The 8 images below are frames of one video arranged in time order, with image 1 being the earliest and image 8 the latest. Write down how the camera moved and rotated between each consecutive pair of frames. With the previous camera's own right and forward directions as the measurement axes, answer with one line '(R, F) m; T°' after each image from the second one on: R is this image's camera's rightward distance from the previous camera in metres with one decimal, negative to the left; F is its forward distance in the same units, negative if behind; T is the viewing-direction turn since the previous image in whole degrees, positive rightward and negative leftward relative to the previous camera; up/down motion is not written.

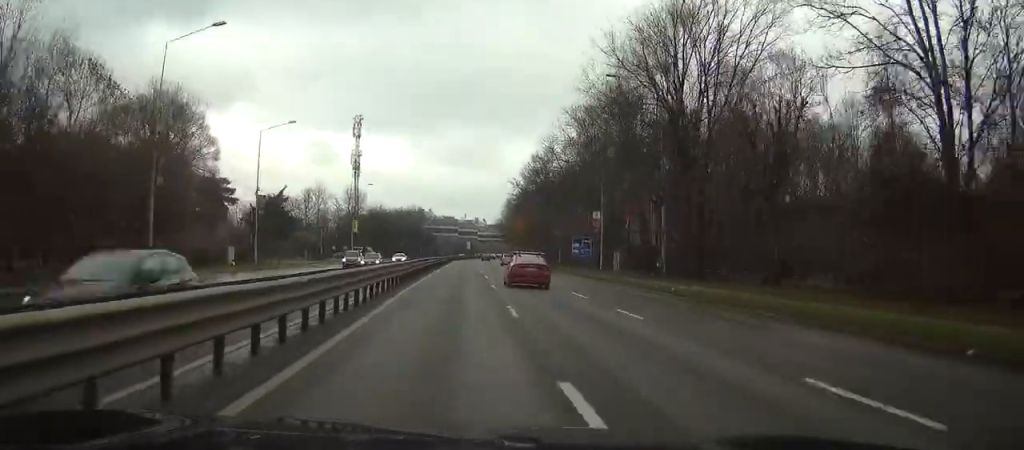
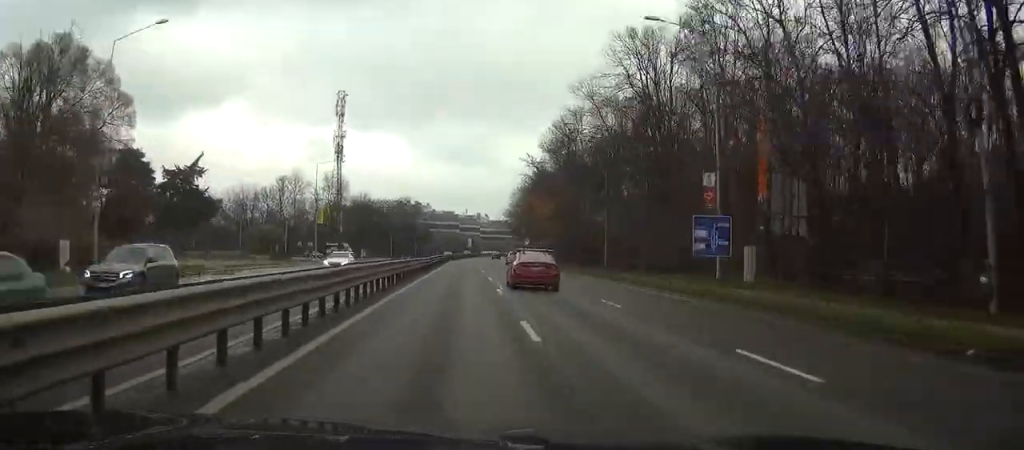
(0.0, +29.3) m; 0°
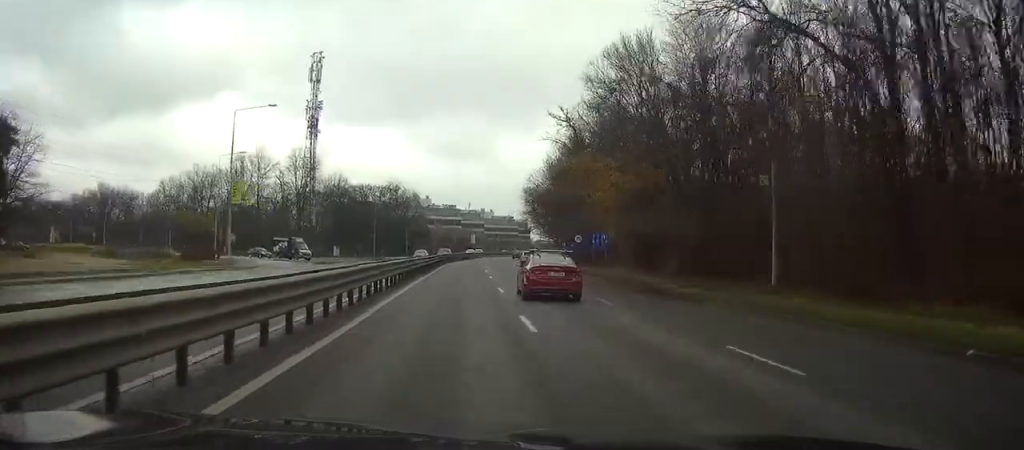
(0.0, +33.9) m; 0°
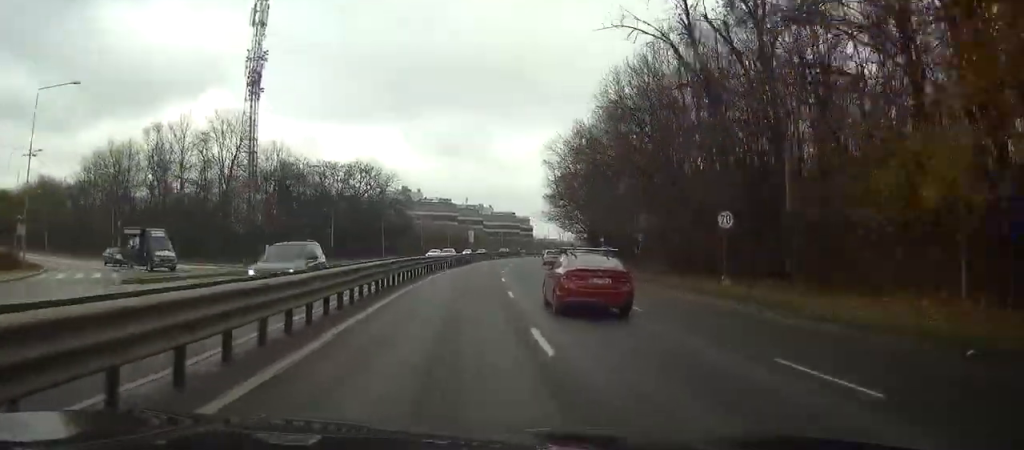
(-0.2, +38.3) m; 0°
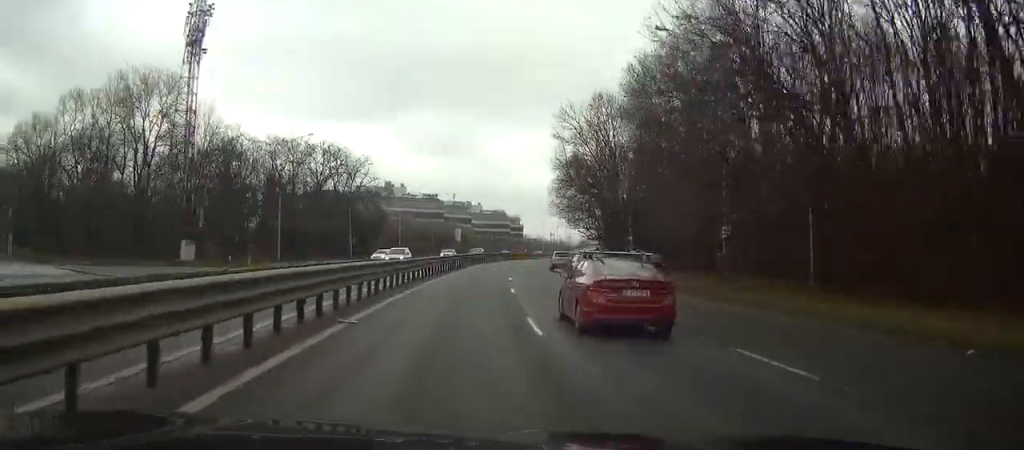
(0.0, +21.0) m; +1°
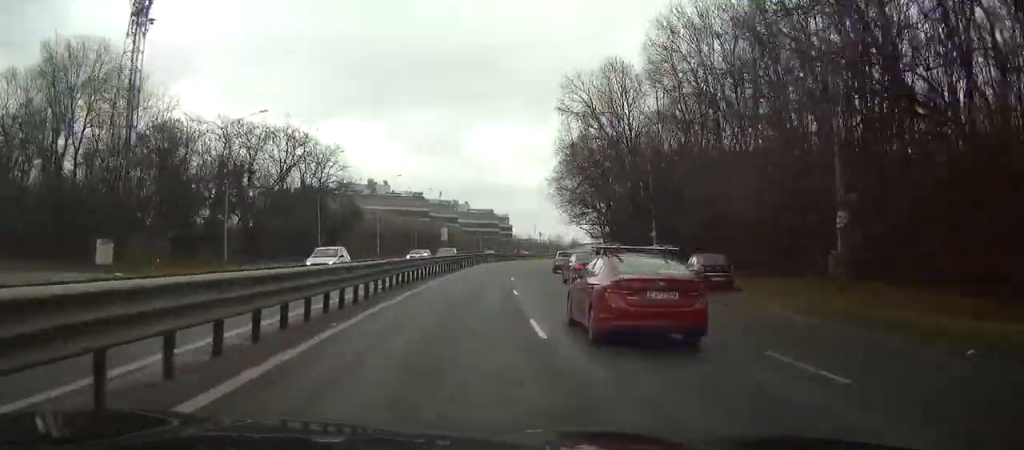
(0.0, +12.8) m; +1°
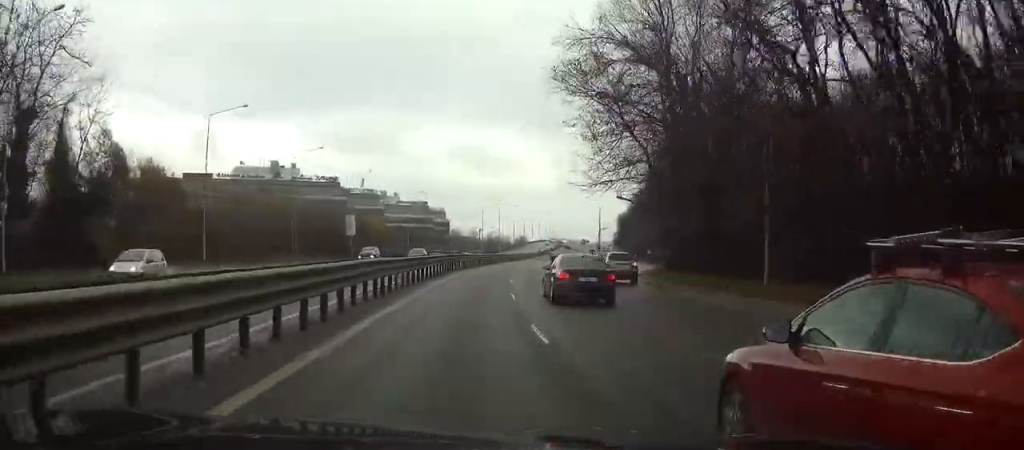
(+1.7, +52.8) m; +4°
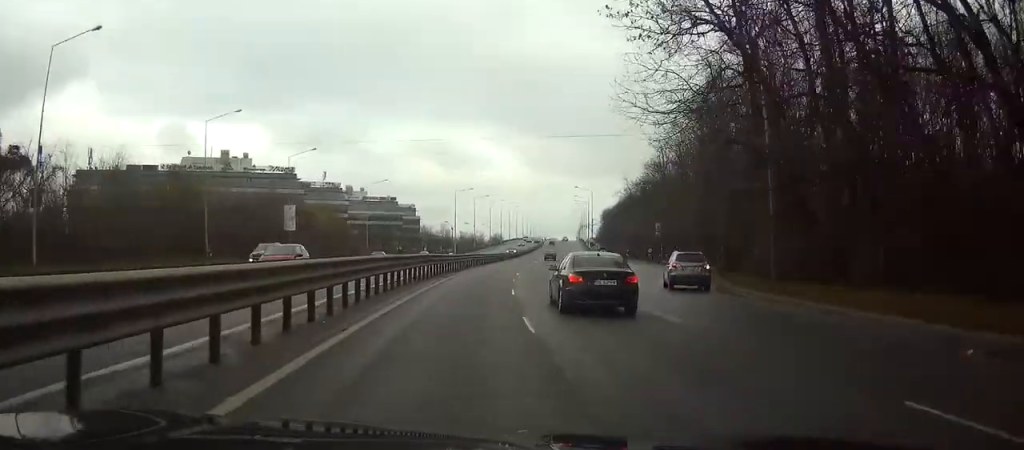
(+0.4, +21.7) m; +2°
